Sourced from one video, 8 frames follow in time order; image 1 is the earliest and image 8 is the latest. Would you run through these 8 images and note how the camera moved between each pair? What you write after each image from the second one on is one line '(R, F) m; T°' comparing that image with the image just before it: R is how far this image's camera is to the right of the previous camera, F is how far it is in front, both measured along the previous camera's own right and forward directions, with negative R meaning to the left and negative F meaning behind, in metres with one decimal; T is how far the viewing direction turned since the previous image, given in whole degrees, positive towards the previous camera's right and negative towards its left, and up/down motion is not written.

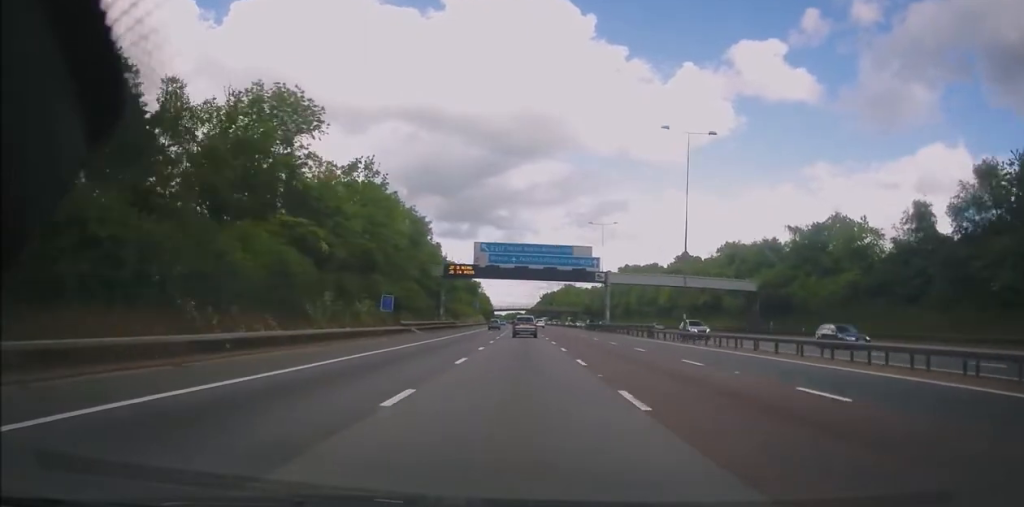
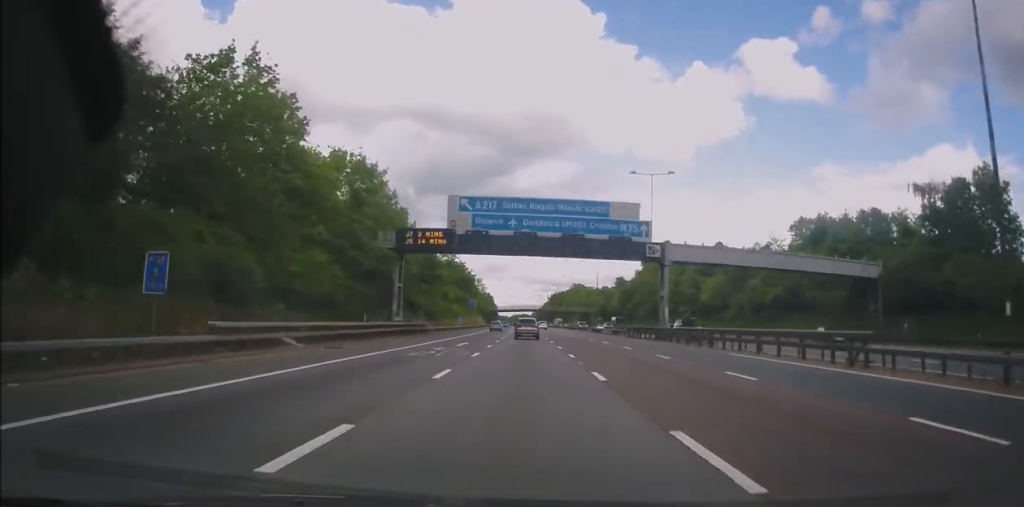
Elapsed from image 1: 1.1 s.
(-0.4, +30.3) m; -1°
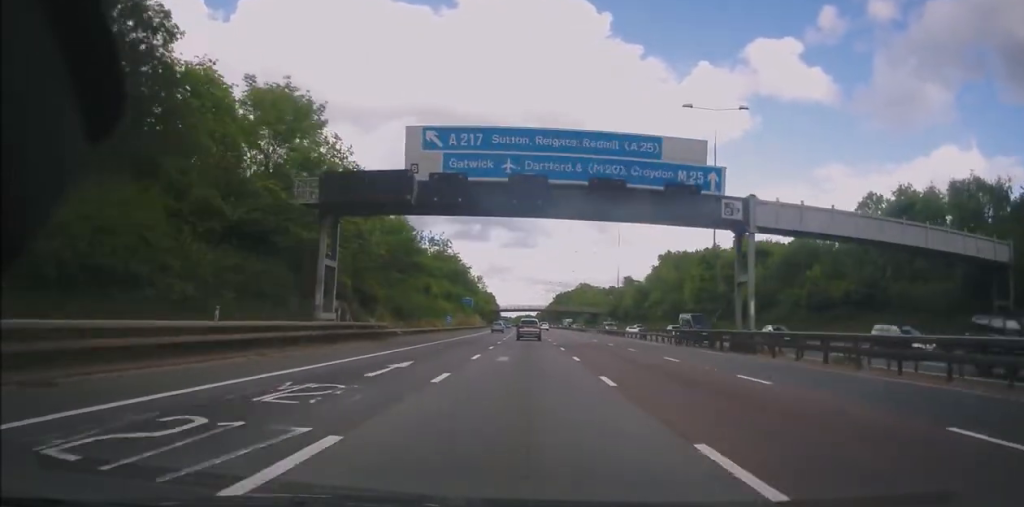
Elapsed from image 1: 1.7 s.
(-0.1, +18.1) m; 0°
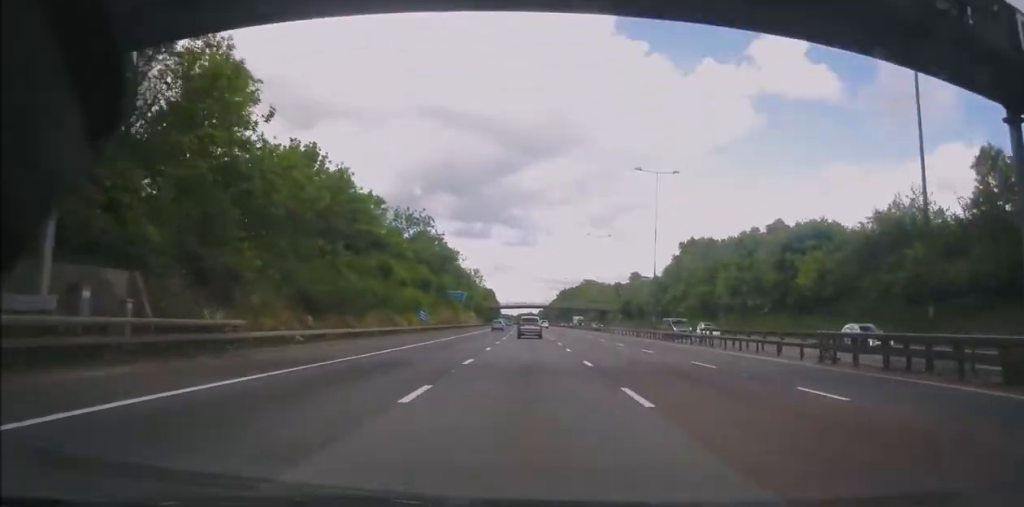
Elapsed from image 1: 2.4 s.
(0.0, +21.0) m; 0°
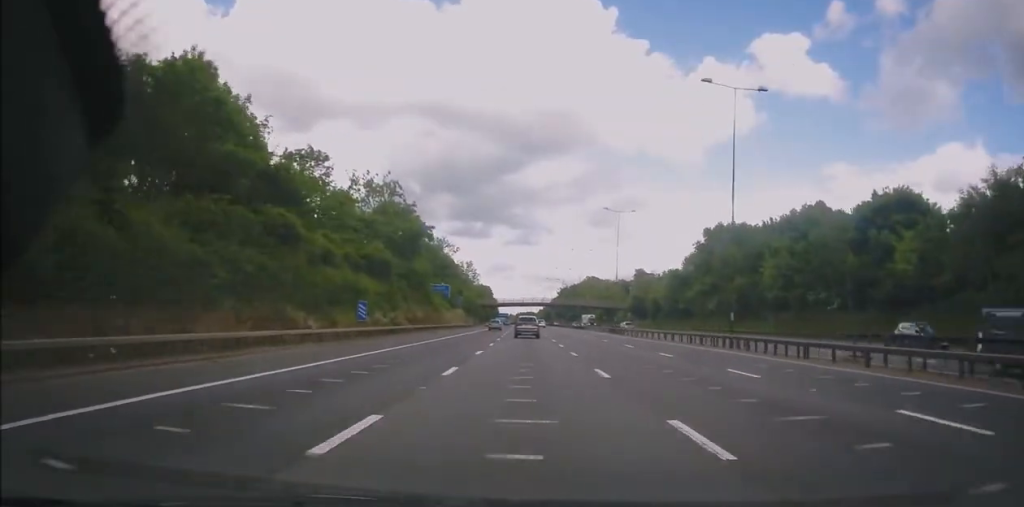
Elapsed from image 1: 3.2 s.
(0.0, +21.2) m; 0°
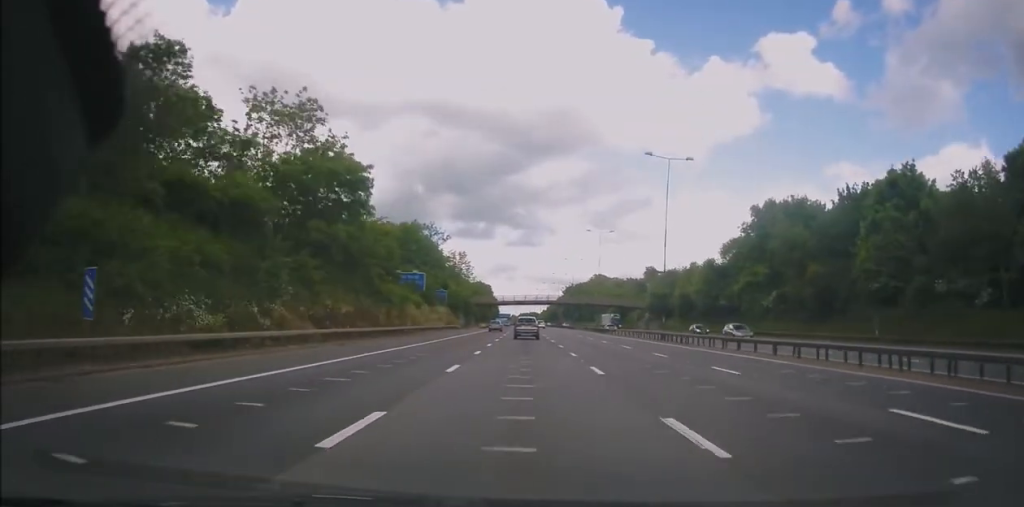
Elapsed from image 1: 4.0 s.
(0.0, +25.4) m; 0°
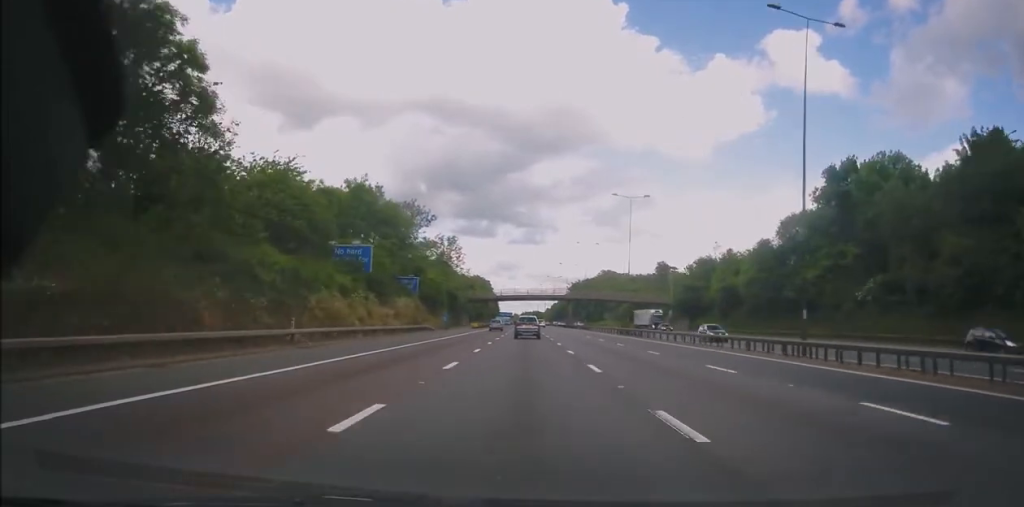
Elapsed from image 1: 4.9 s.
(0.0, +25.6) m; 0°
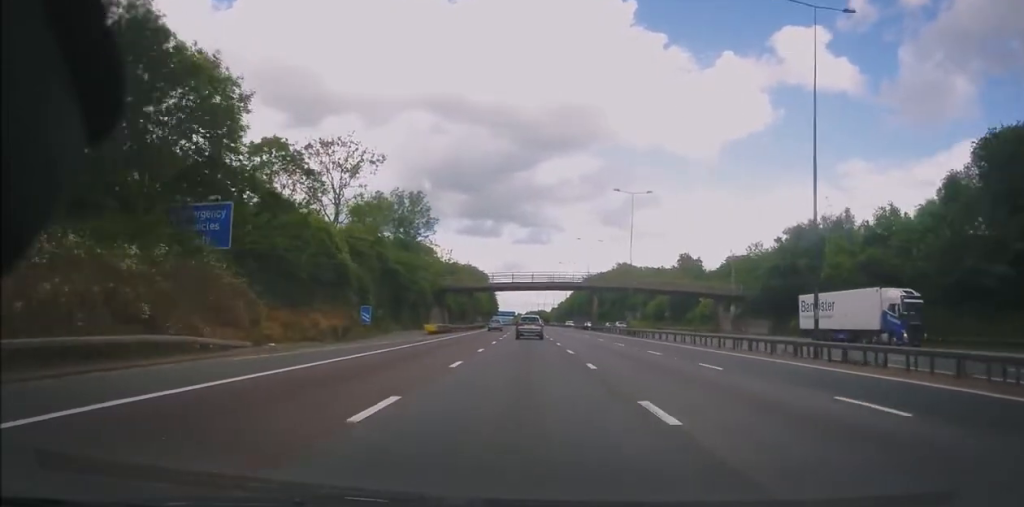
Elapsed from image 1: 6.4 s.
(0.0, +43.6) m; 0°
